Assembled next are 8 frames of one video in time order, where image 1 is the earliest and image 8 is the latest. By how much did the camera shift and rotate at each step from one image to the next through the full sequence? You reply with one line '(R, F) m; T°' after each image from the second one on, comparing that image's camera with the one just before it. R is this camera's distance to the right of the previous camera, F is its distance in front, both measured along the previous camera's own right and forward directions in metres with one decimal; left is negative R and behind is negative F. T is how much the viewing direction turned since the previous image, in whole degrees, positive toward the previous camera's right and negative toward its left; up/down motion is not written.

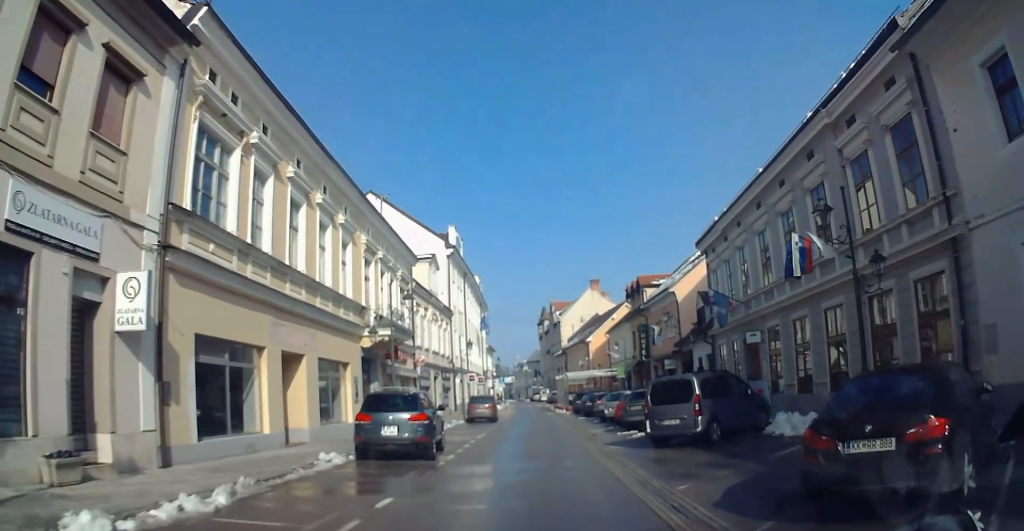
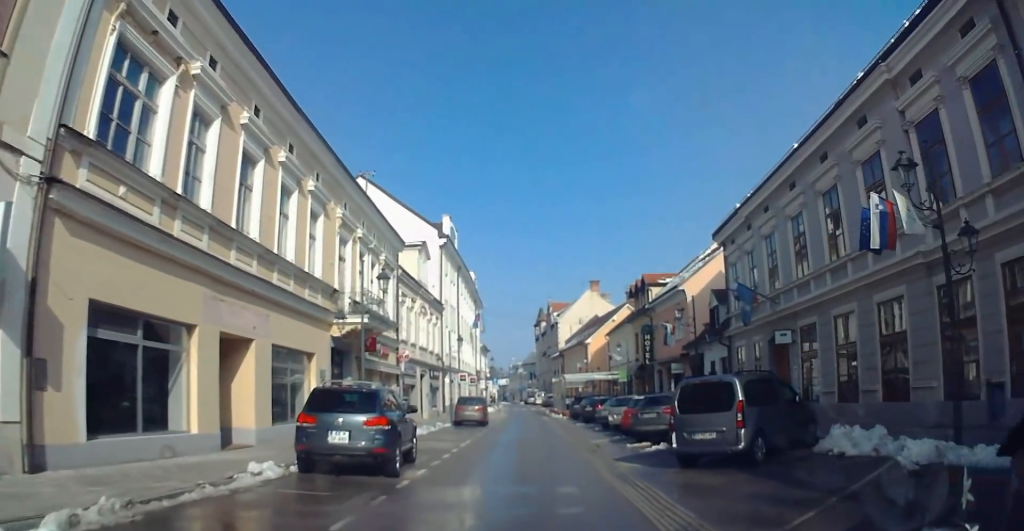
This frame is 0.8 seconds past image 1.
(-0.1, +4.4) m; -1°
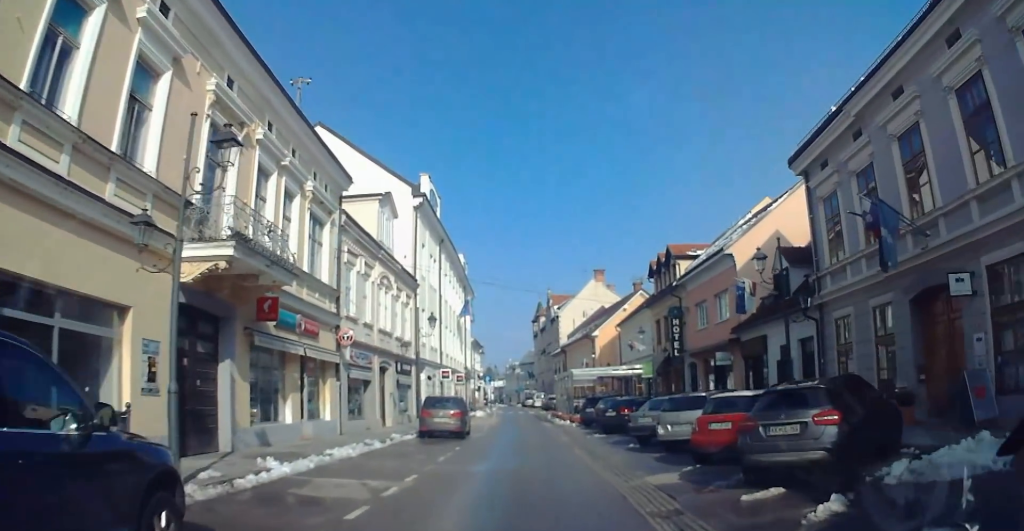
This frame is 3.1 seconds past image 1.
(+0.1, +11.9) m; +1°
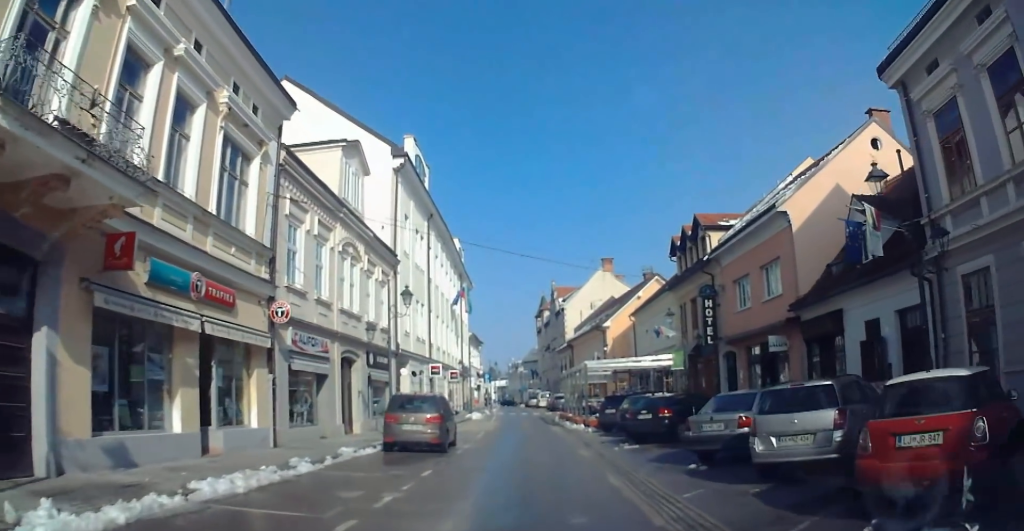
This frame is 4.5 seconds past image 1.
(+0.1, +7.2) m; 0°
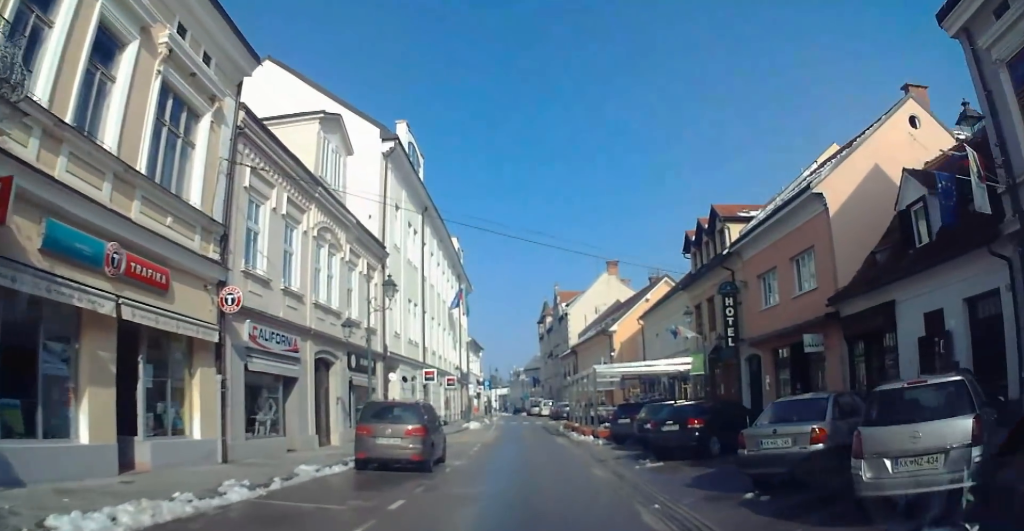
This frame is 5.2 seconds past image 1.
(-0.1, +3.2) m; 0°
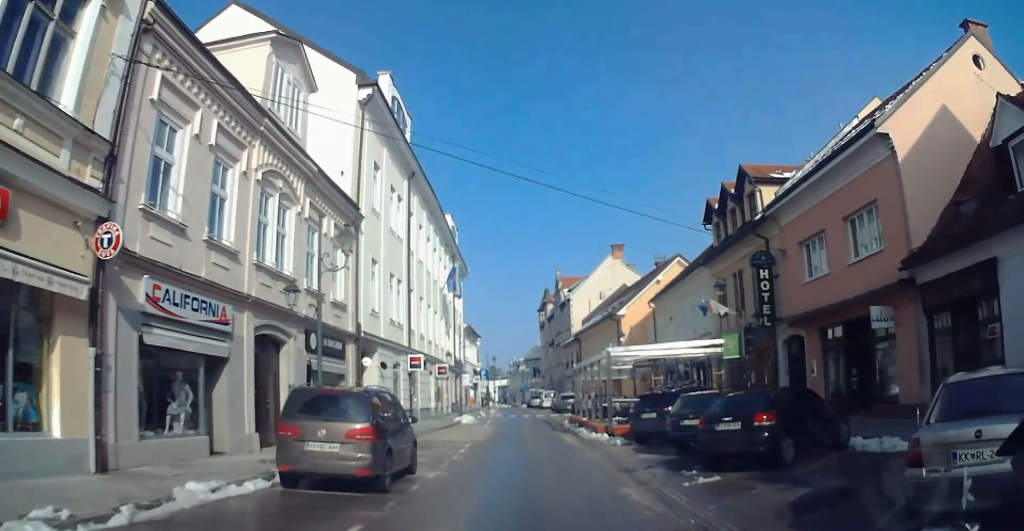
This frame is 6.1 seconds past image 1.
(+0.1, +4.4) m; 0°
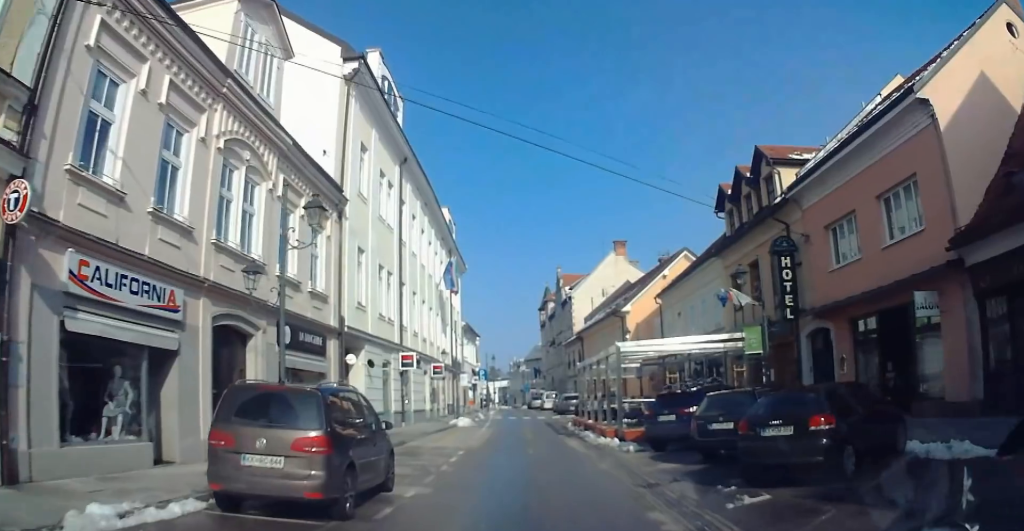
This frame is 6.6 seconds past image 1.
(0.0, +2.1) m; 0°
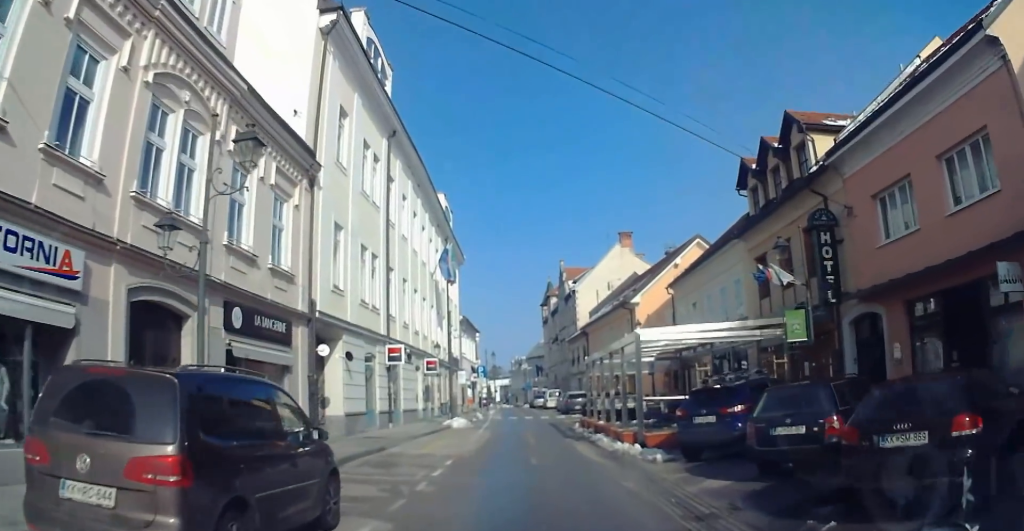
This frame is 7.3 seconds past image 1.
(-0.1, +2.8) m; -1°
